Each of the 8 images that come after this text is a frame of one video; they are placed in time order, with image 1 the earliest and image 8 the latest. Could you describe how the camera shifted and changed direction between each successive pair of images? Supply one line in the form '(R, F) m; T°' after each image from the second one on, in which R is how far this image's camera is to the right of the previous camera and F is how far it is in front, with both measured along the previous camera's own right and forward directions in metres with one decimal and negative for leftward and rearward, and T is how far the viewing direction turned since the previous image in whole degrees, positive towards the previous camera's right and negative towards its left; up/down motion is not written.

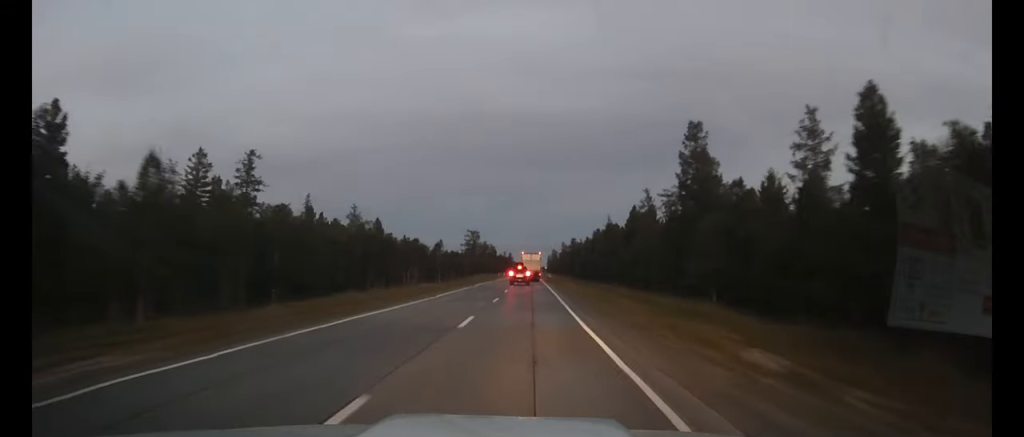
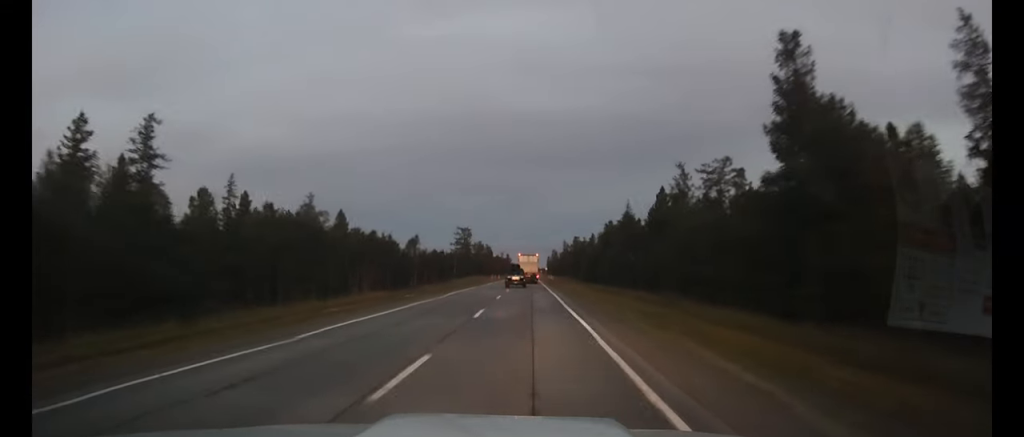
(-0.1, +19.7) m; 0°
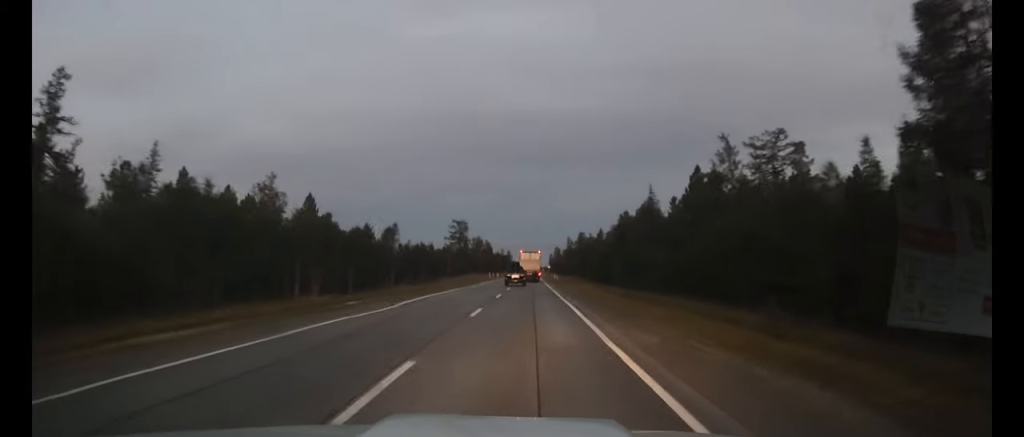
(0.0, +13.7) m; 0°
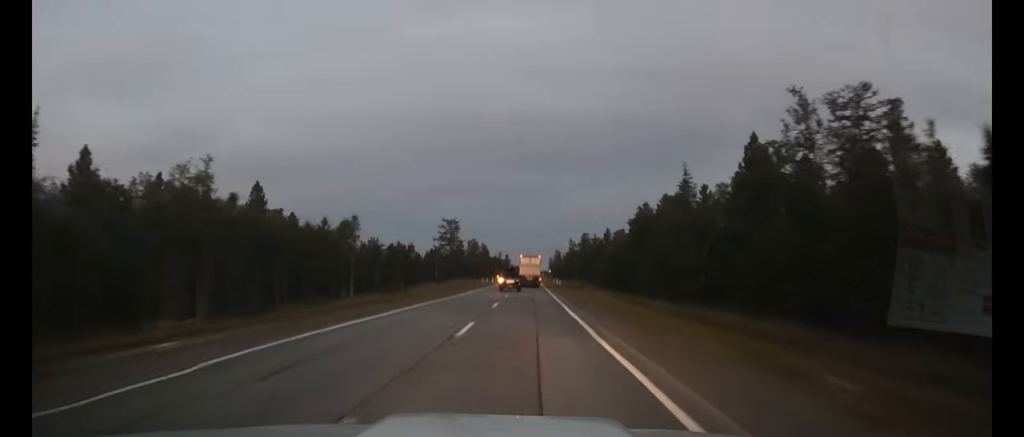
(0.0, +15.2) m; 0°
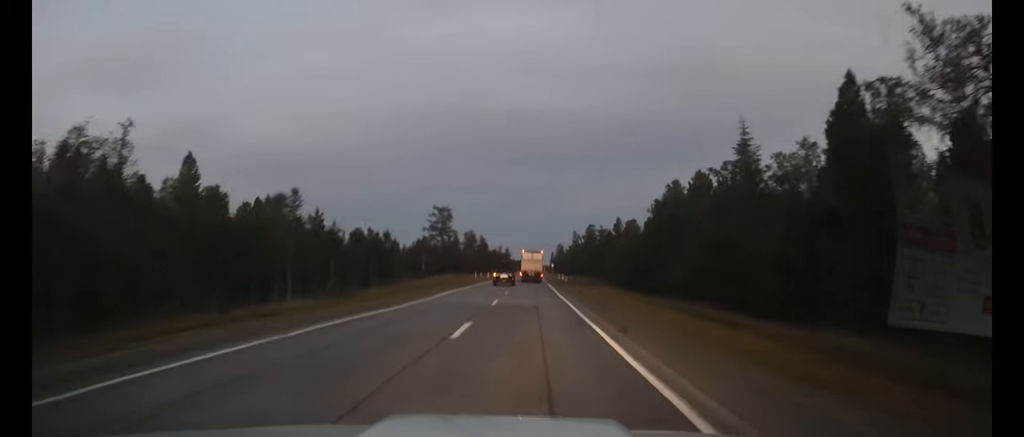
(0.0, +14.1) m; 0°
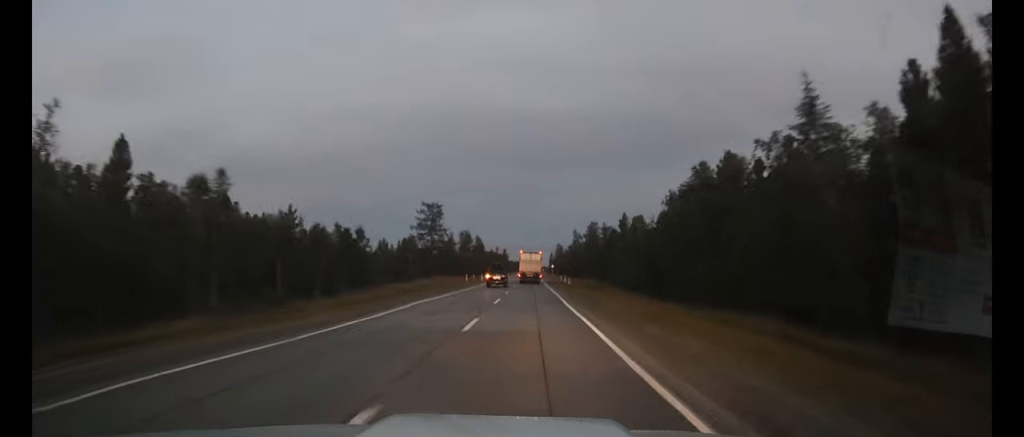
(0.0, +9.8) m; 0°
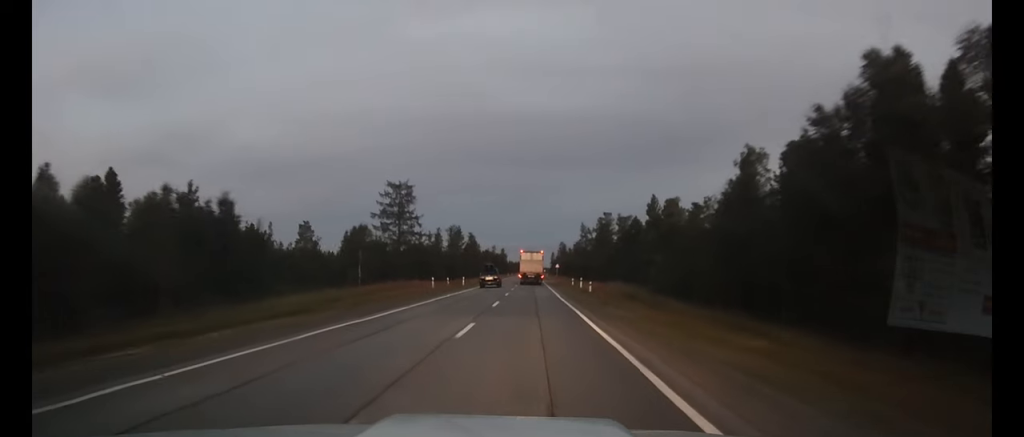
(+0.1, +25.3) m; 0°
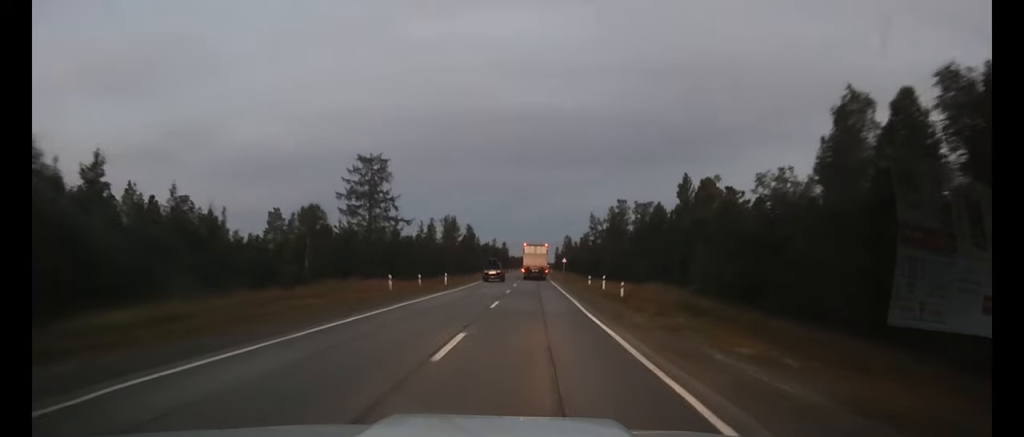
(0.0, +15.3) m; 0°
